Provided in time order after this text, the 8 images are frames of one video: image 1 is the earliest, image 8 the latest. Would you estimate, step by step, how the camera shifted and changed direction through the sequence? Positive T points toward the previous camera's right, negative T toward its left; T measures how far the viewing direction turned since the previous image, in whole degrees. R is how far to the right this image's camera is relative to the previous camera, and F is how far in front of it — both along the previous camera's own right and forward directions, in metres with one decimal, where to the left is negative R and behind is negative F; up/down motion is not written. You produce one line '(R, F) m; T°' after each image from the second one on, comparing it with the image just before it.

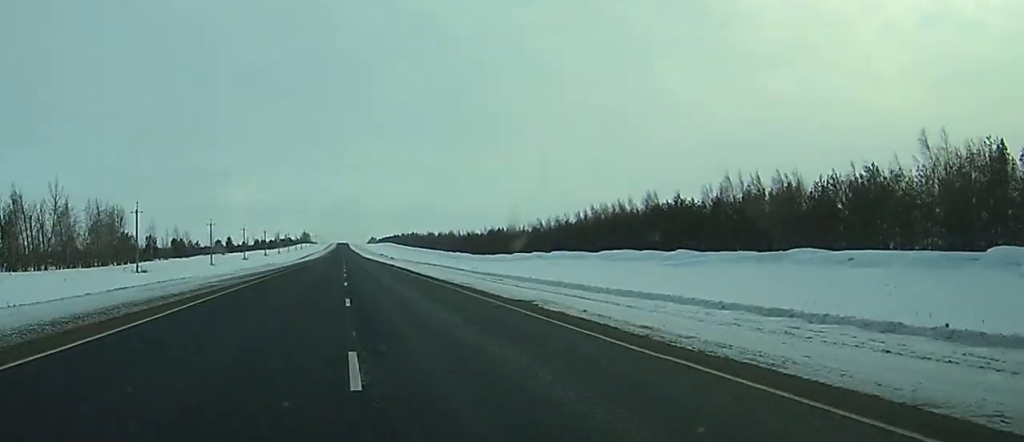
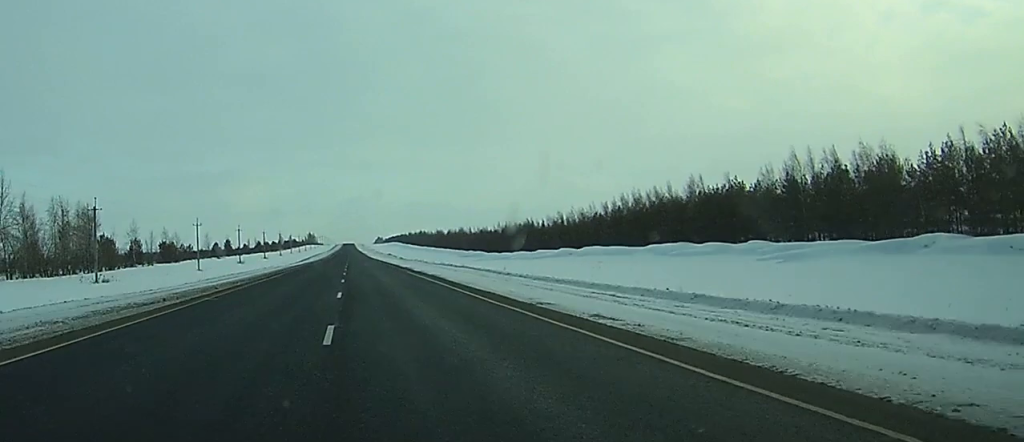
(0.0, +20.2) m; 0°
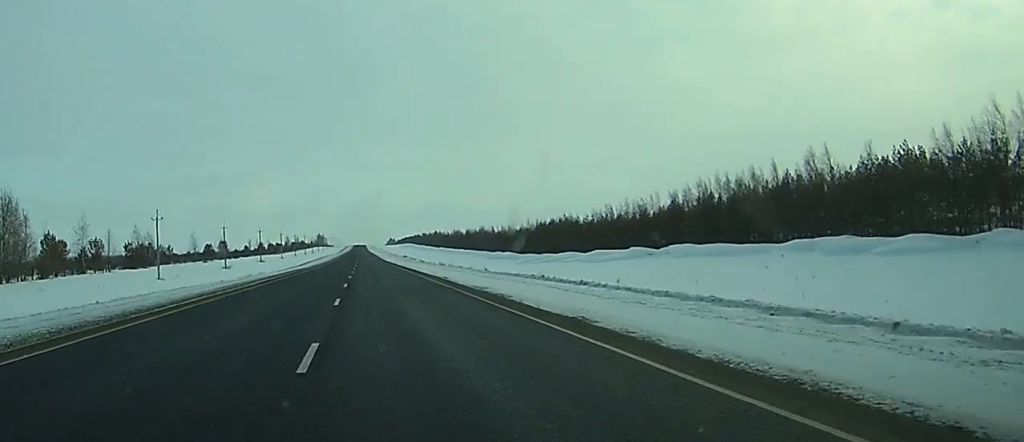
(0.0, +38.0) m; 0°
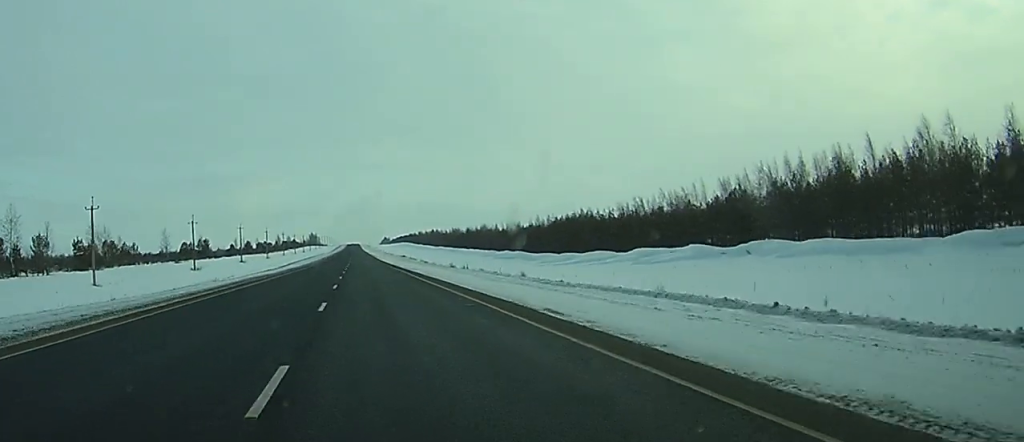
(-0.1, +26.2) m; 0°
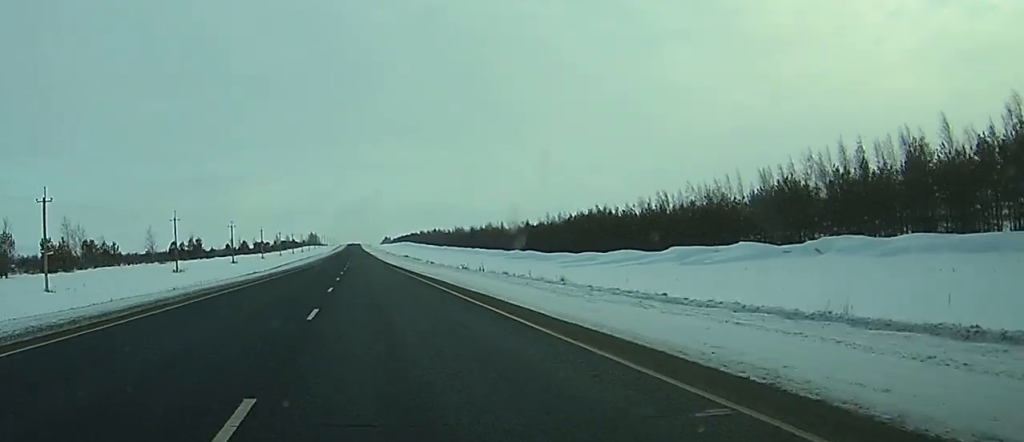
(0.0, +14.3) m; 0°
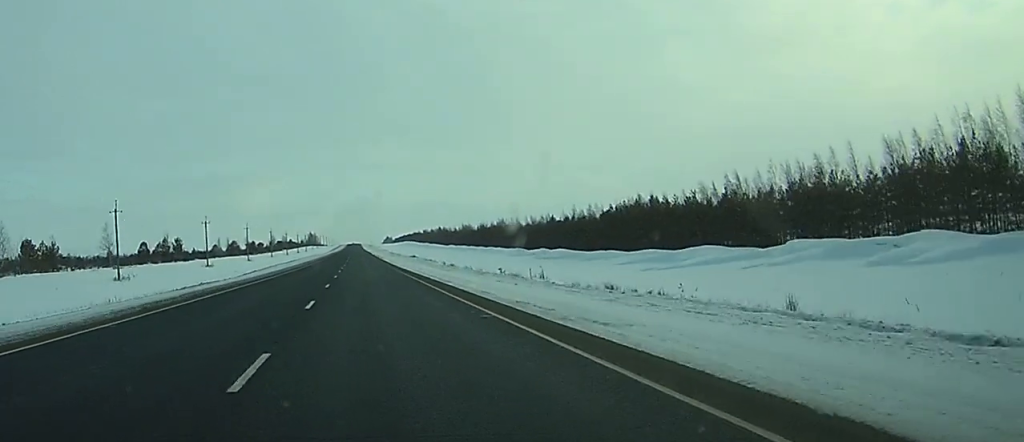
(0.0, +32.2) m; 0°
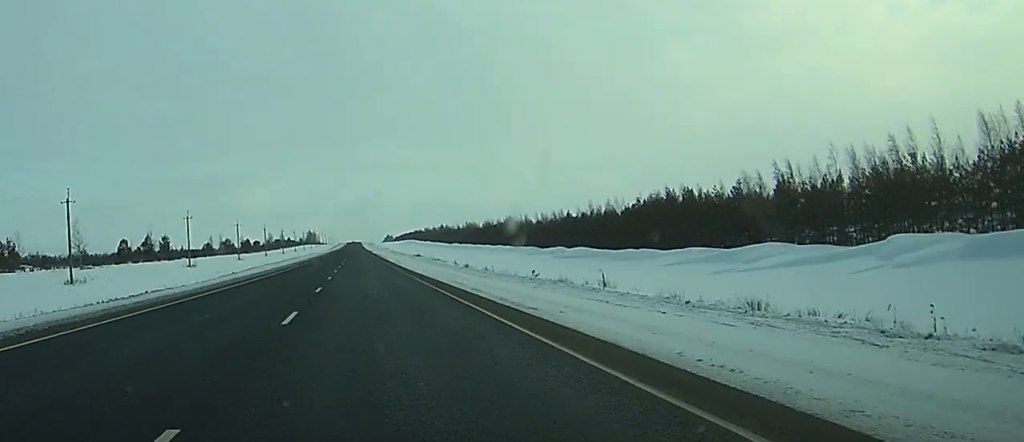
(0.0, +16.8) m; 0°
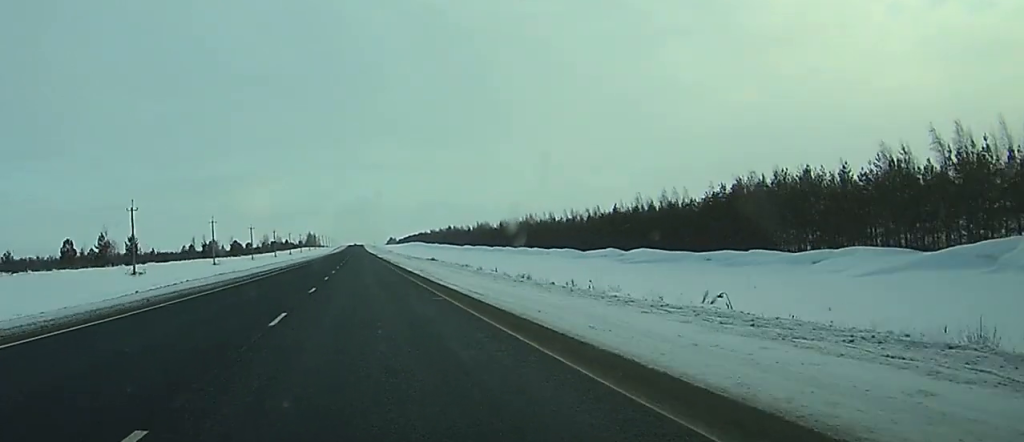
(0.0, +36.0) m; 0°
